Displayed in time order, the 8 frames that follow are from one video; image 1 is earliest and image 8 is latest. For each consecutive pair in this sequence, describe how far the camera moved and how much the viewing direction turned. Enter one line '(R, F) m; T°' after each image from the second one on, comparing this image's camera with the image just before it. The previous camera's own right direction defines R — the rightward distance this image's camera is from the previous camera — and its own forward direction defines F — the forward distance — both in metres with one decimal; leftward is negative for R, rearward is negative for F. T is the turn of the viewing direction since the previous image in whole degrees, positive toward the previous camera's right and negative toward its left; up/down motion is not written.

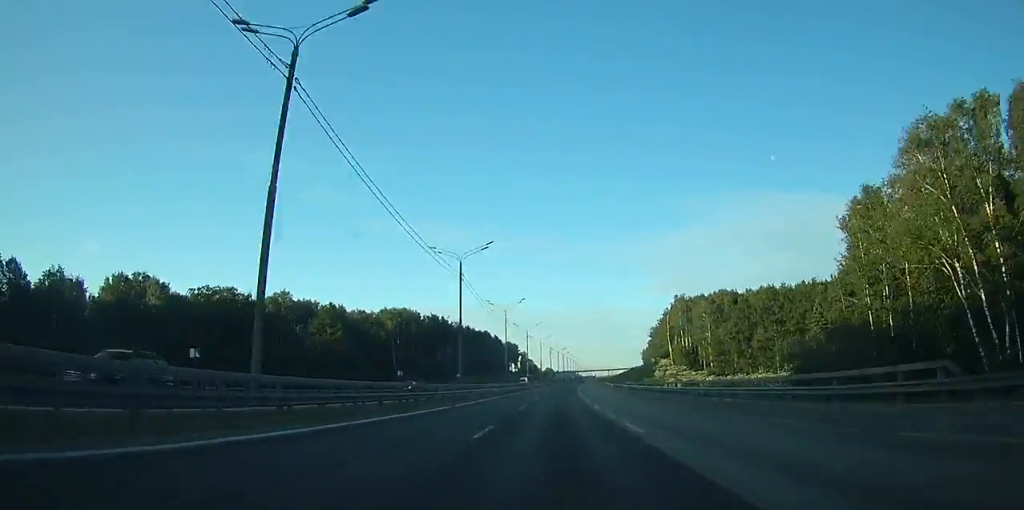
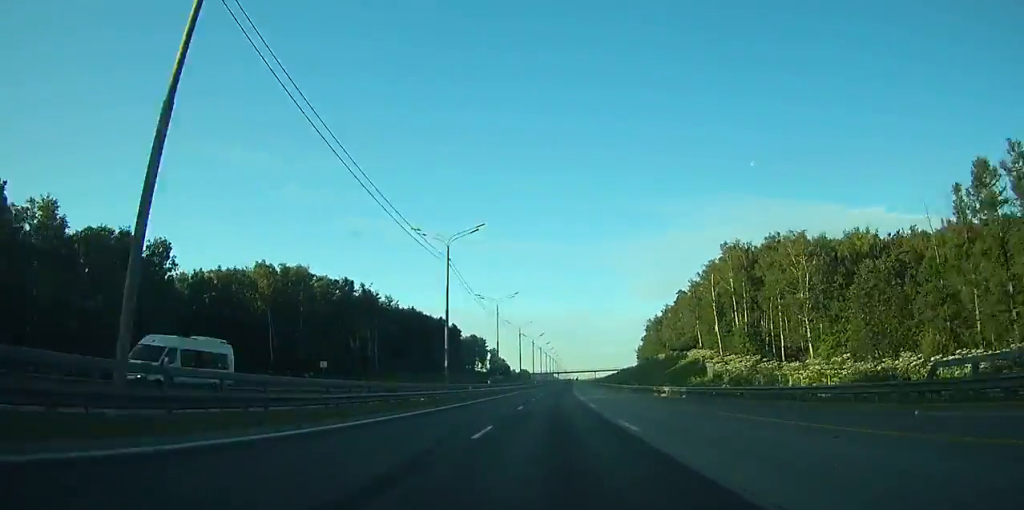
(+1.5, +82.4) m; +2°
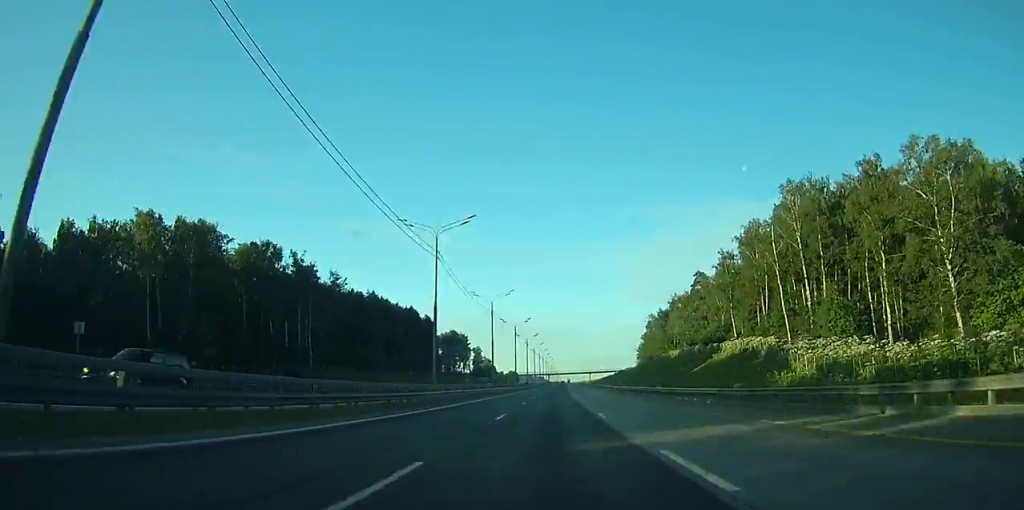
(+0.2, +42.5) m; +1°
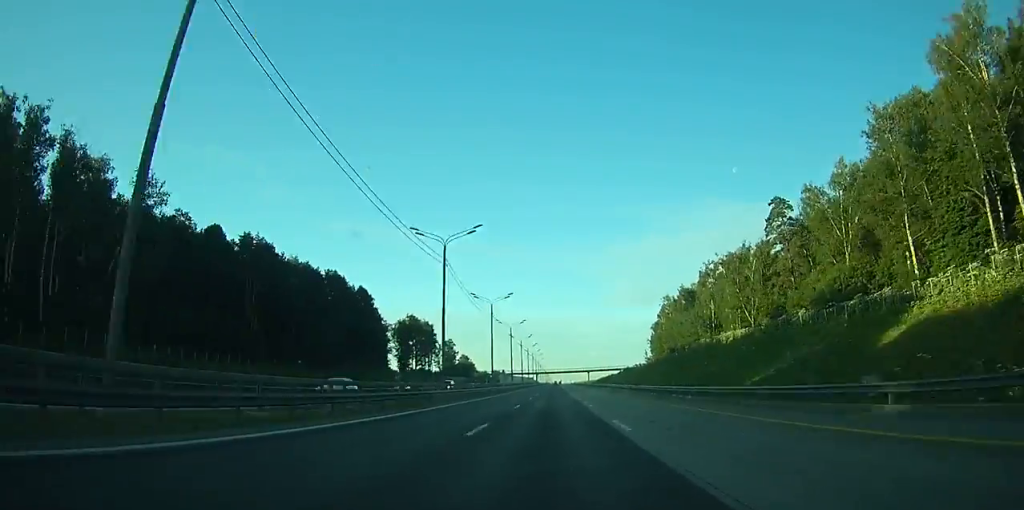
(+0.9, +69.9) m; +1°
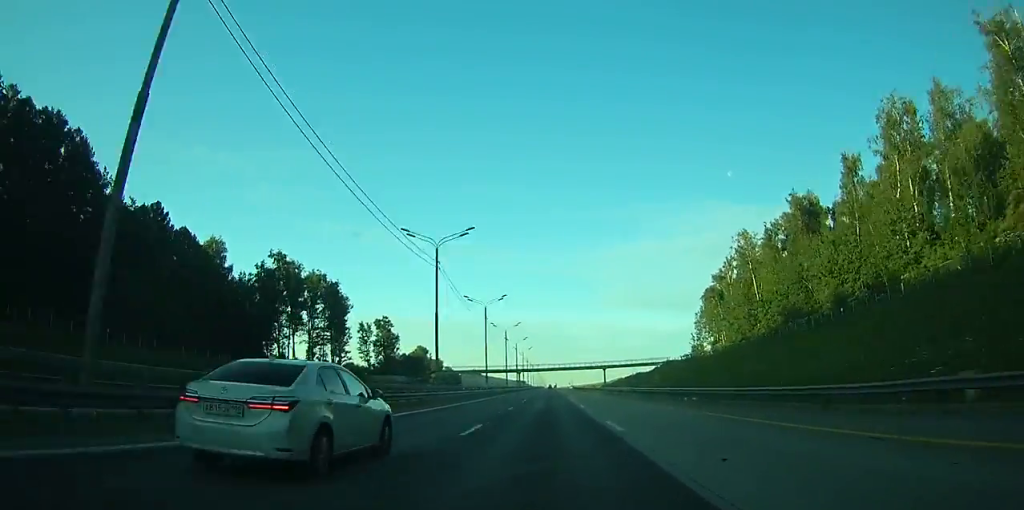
(+1.0, +108.7) m; +1°
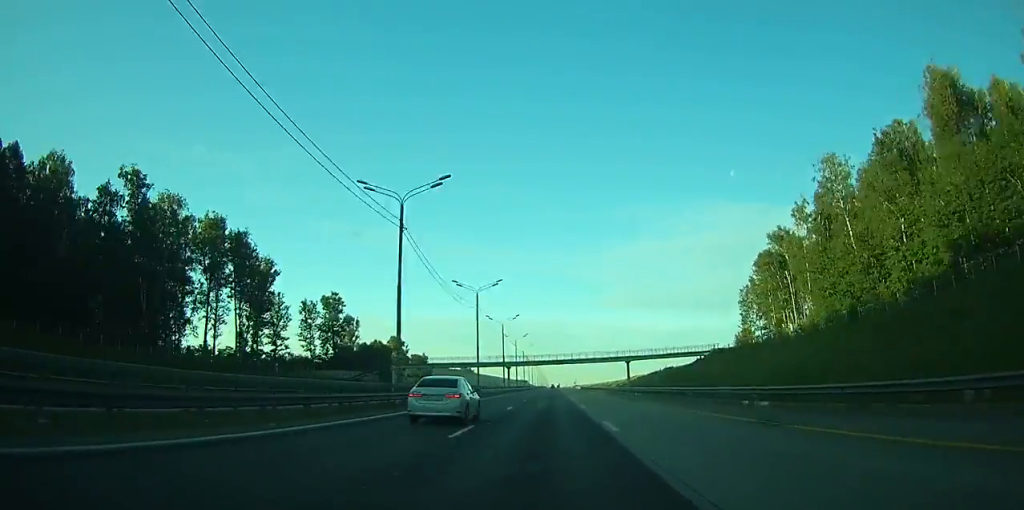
(0.0, +48.8) m; 0°
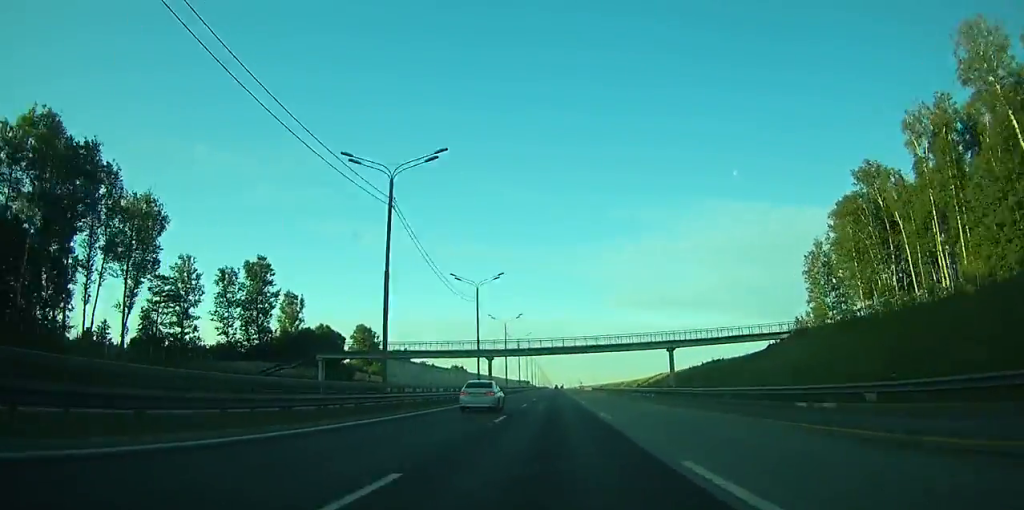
(-0.1, +39.4) m; 0°
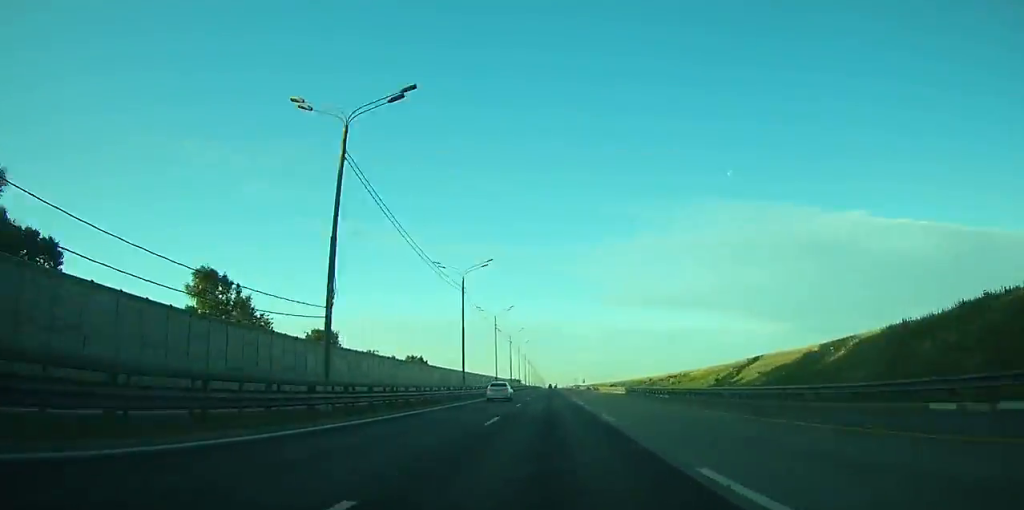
(+0.1, +78.7) m; 0°
